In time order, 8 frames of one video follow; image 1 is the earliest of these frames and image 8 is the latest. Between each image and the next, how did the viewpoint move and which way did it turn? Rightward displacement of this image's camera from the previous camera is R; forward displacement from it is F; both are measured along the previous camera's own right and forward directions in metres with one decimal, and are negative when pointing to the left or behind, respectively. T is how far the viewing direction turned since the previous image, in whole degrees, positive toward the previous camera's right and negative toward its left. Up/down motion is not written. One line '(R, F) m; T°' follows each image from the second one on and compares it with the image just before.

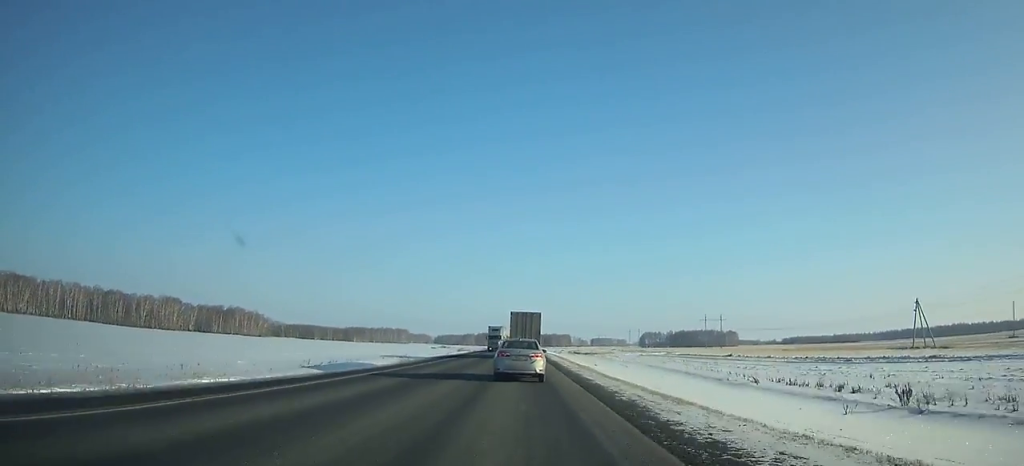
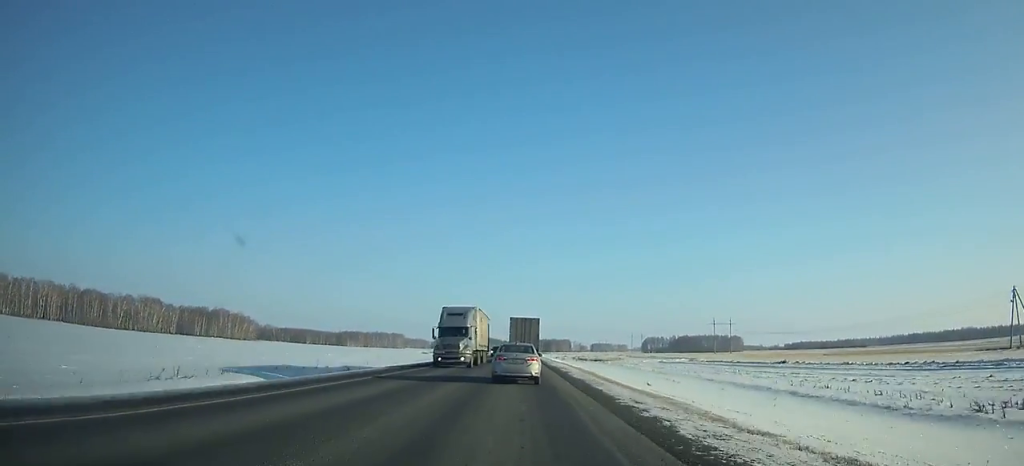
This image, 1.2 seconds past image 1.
(-0.1, +25.2) m; 0°
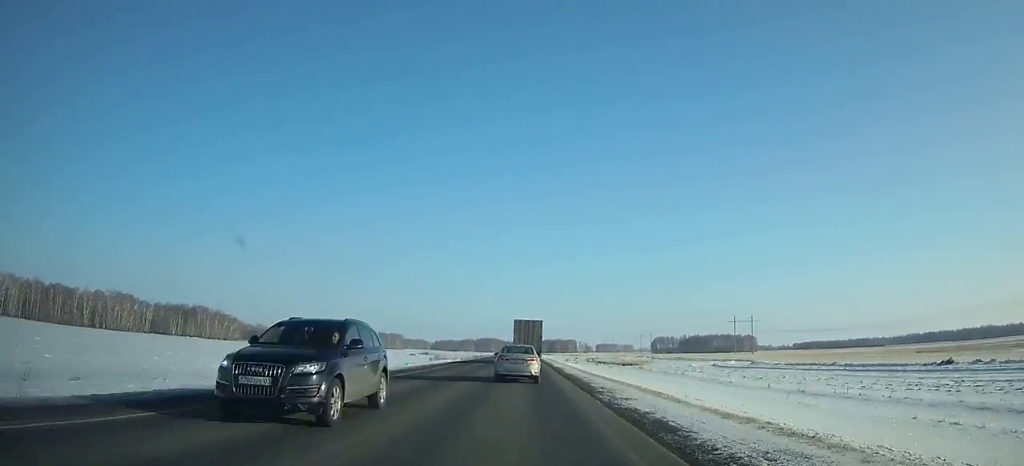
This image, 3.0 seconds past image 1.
(-0.1, +37.9) m; 0°
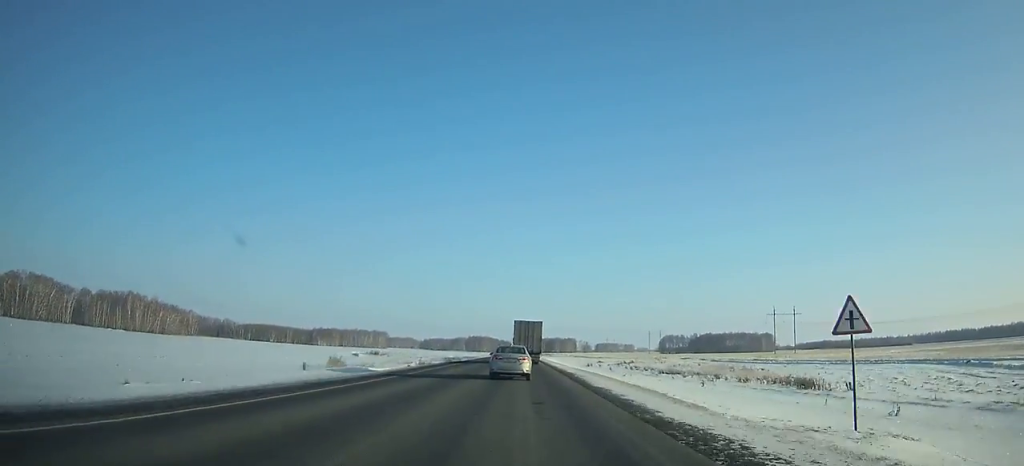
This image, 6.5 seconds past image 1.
(+0.2, +74.6) m; 0°
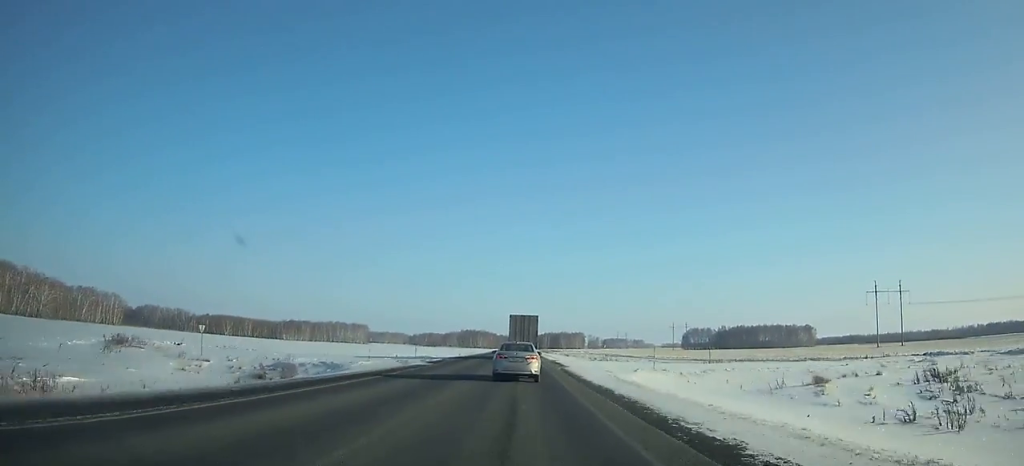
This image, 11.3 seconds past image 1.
(+0.2, +102.7) m; 0°
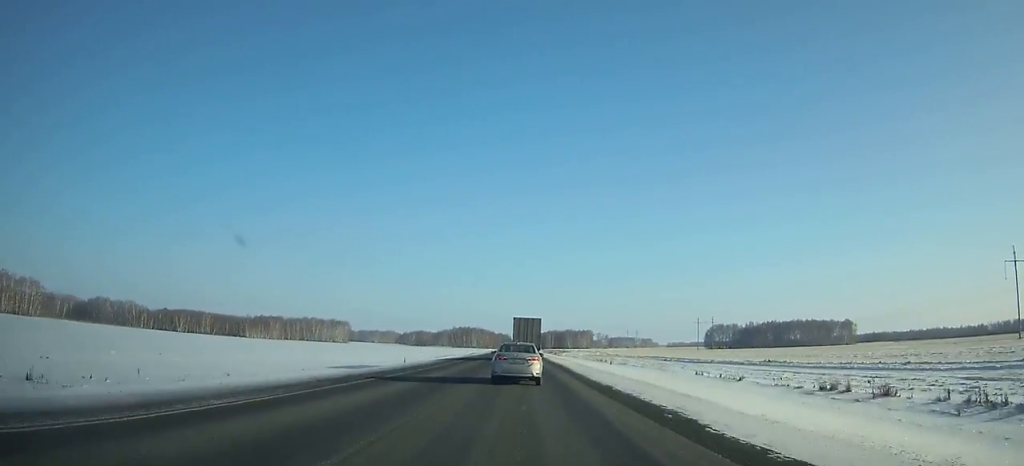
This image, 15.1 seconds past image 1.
(-0.1, +80.8) m; 0°
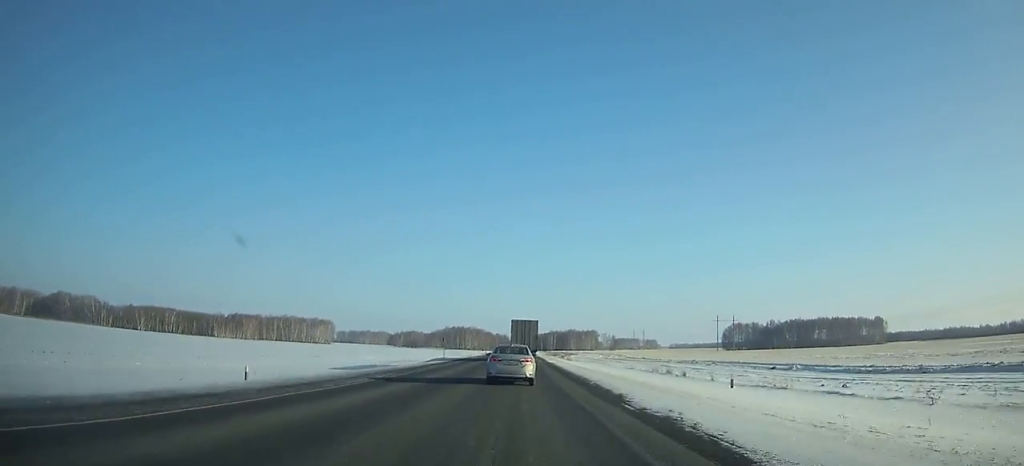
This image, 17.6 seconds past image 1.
(0.0, +53.2) m; 0°
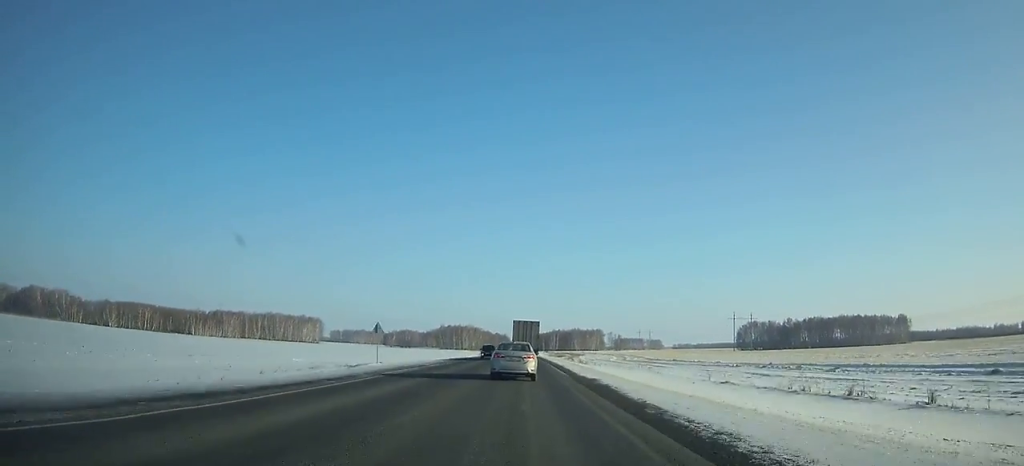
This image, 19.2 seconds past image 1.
(0.0, +34.3) m; 0°
